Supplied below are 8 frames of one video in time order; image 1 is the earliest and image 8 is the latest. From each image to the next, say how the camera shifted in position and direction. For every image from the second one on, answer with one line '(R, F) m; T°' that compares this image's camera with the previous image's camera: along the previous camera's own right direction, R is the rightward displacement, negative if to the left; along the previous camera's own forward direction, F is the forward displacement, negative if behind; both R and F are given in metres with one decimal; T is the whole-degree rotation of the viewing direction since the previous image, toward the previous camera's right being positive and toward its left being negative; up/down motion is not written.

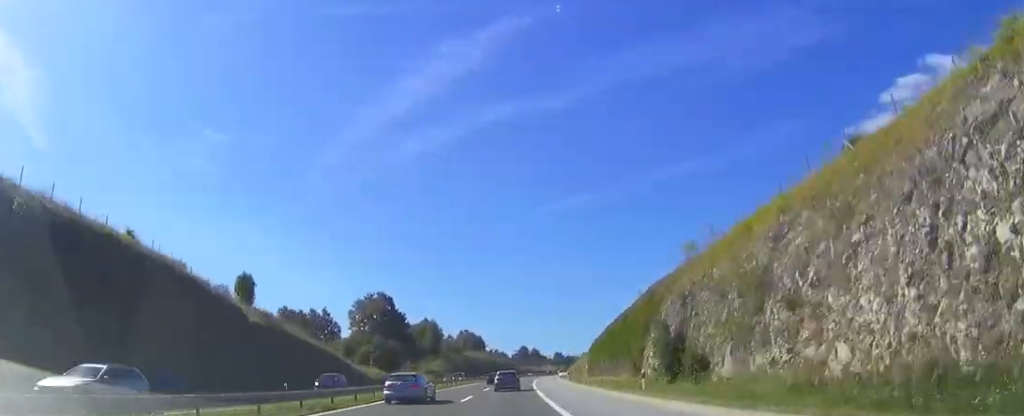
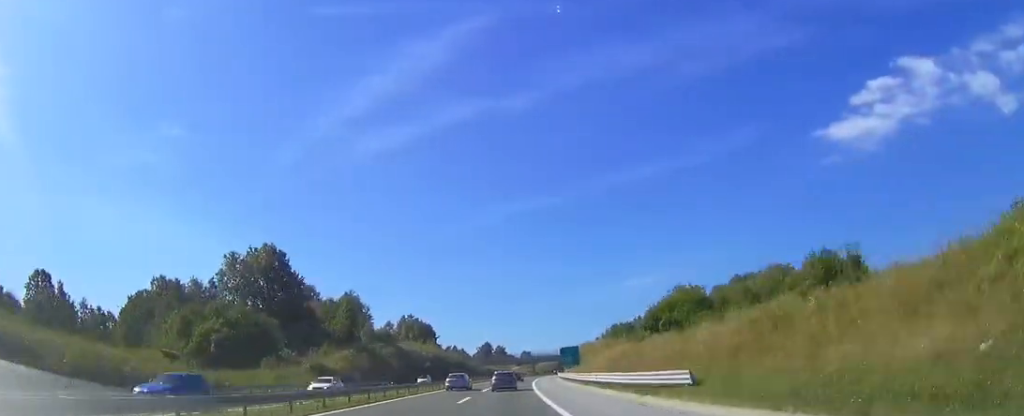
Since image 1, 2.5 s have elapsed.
(+1.2, +72.4) m; +3°
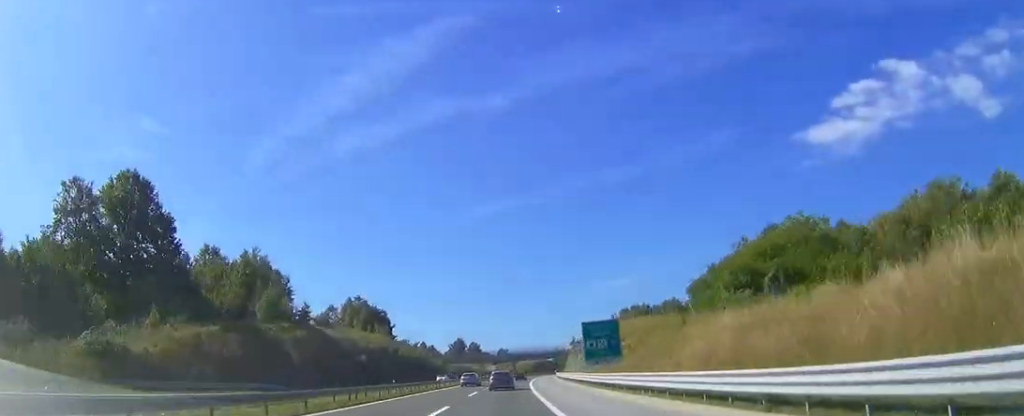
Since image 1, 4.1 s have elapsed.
(+1.6, +45.7) m; +2°
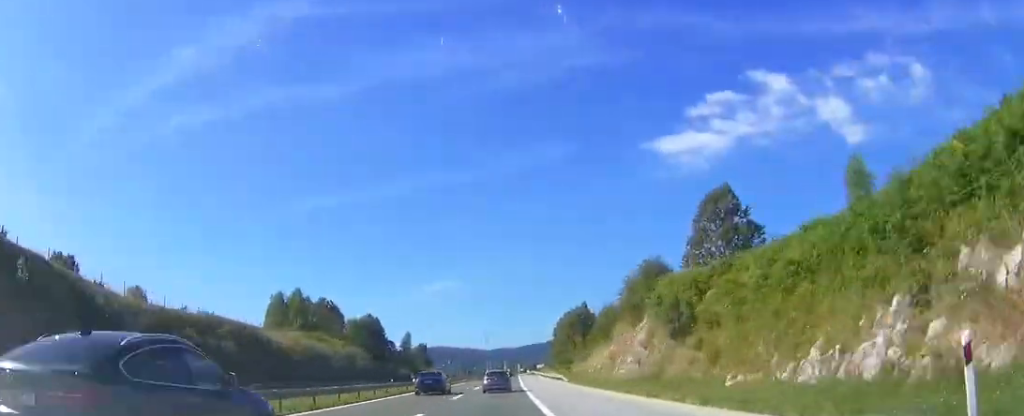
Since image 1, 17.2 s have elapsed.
(+55.1, +367.2) m; +15°
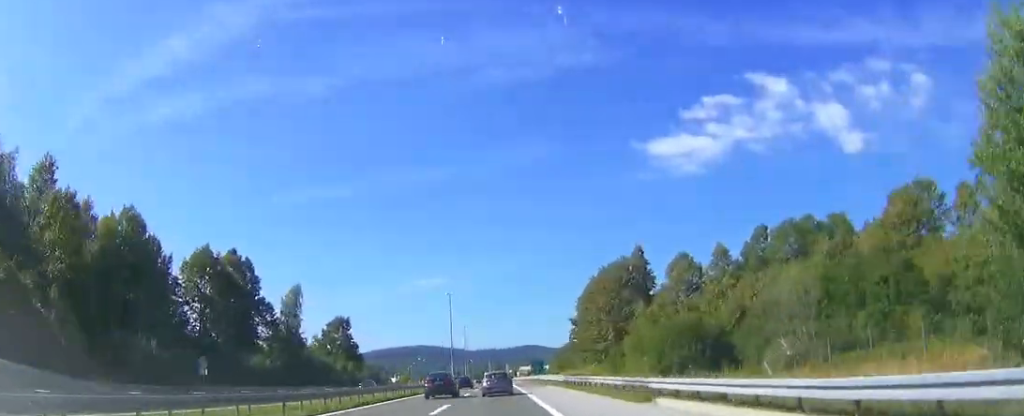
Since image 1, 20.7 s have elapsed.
(+1.3, +95.7) m; 0°
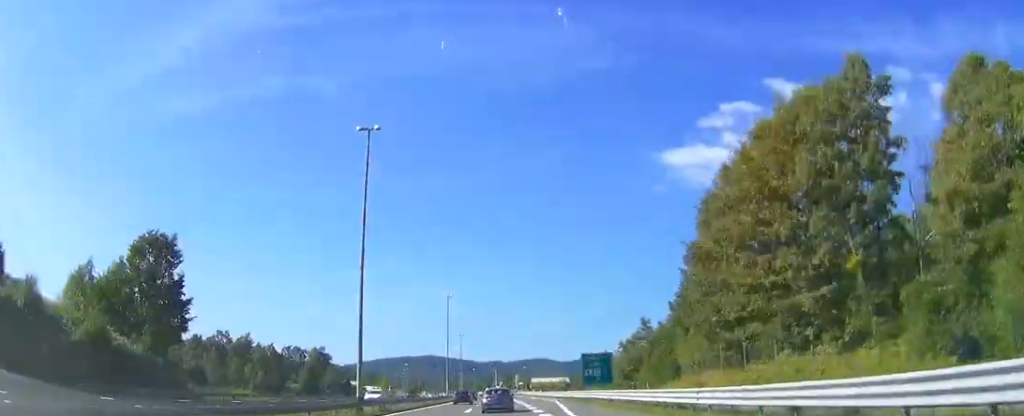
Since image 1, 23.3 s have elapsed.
(-0.1, +71.6) m; 0°
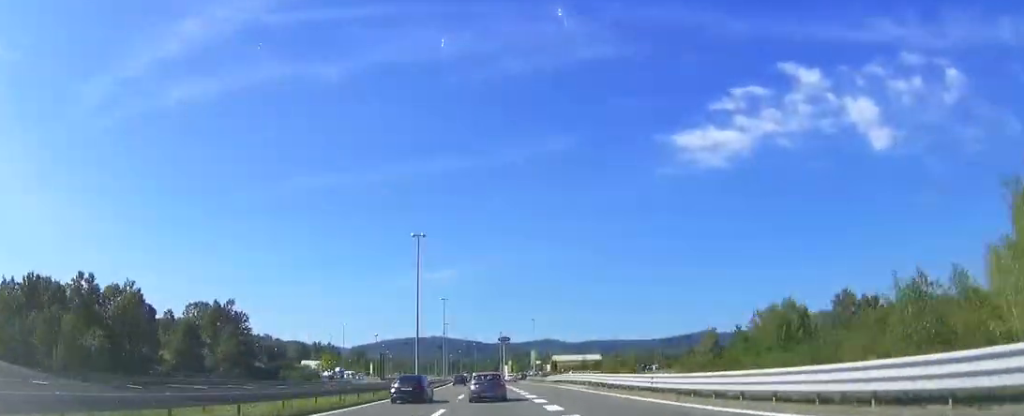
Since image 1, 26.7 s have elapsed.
(-0.8, +87.2) m; -1°
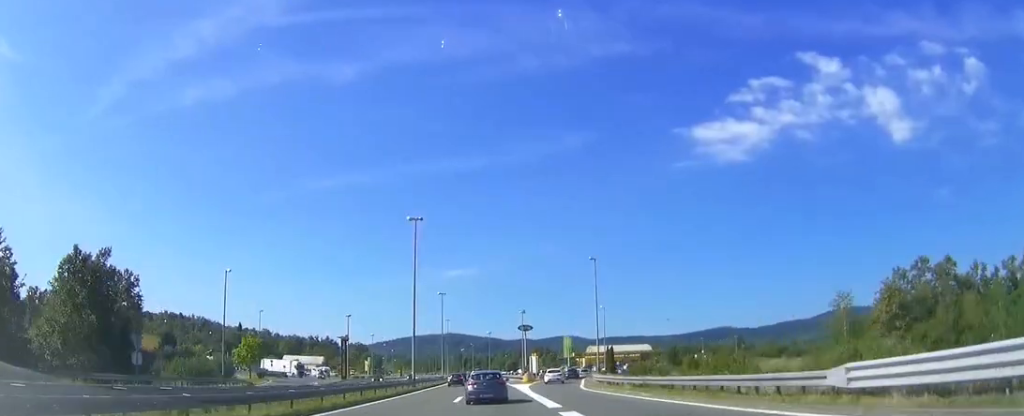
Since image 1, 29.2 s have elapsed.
(+0.2, +64.5) m; -1°
